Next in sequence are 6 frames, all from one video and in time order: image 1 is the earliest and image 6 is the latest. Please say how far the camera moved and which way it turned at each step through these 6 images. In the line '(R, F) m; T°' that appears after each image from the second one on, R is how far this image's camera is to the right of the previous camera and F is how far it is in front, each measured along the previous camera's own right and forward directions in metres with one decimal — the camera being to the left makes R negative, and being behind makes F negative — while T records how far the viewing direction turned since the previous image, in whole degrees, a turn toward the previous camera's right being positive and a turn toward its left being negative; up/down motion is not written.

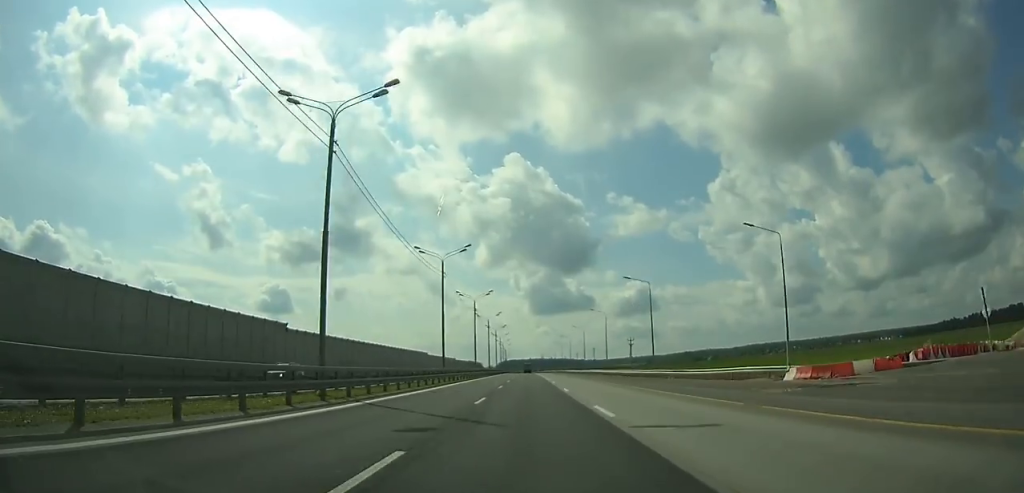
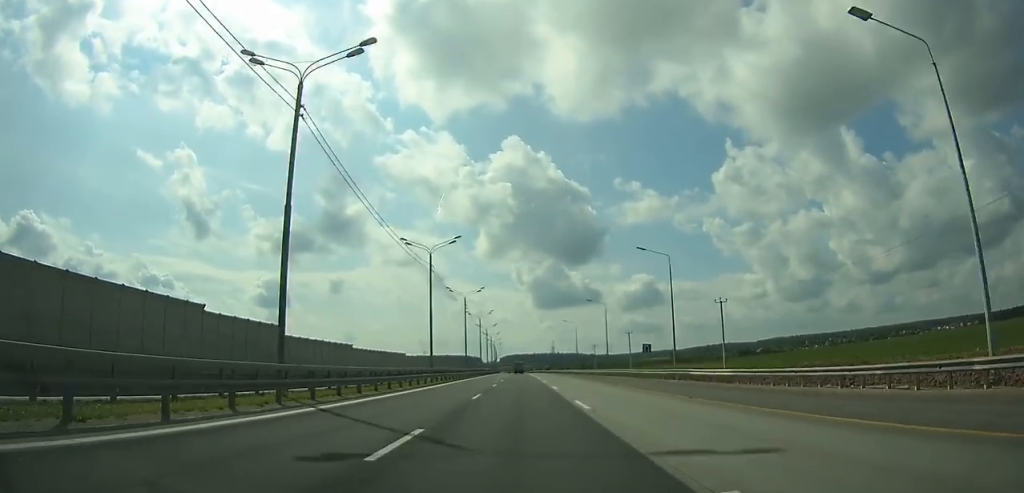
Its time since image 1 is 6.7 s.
(-0.4, +187.9) m; 0°
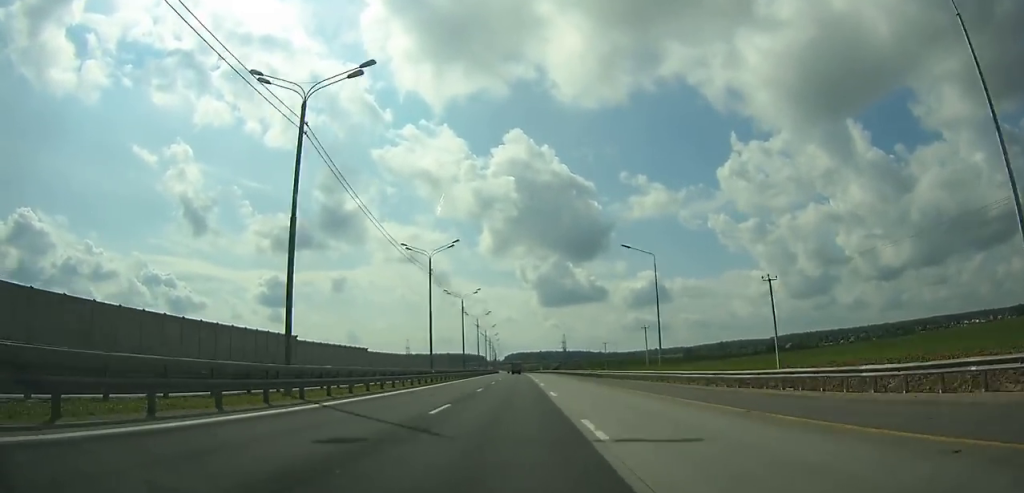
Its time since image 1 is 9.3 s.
(-0.3, +72.2) m; -1°
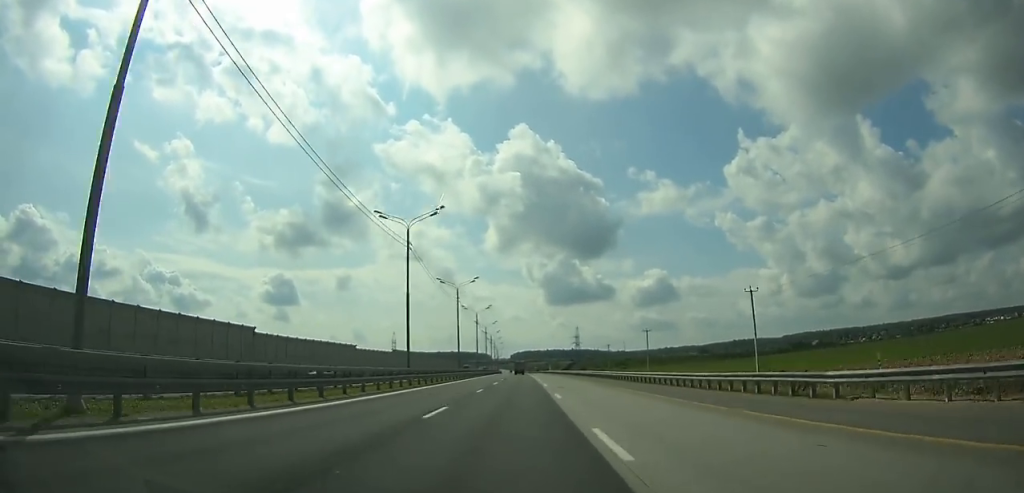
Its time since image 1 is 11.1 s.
(-0.1, +49.8) m; -1°
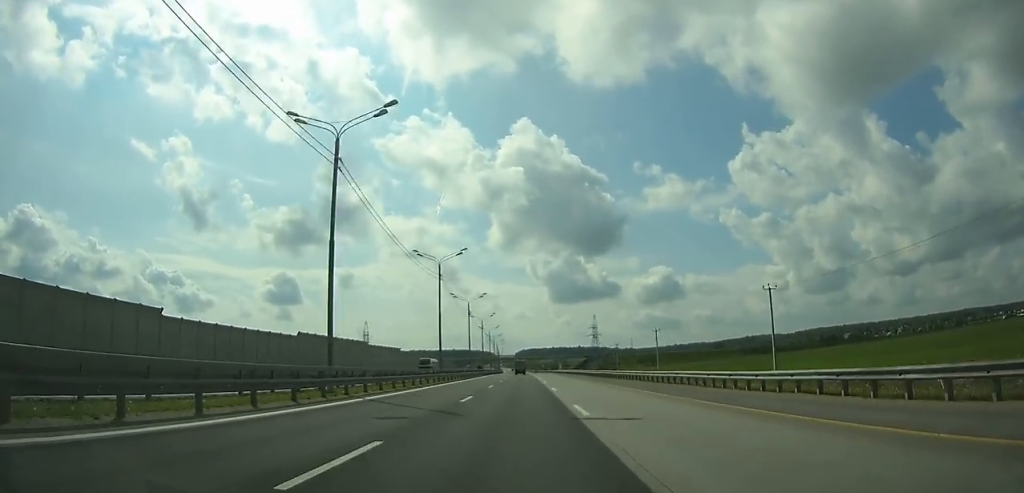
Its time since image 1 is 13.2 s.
(-0.5, +57.7) m; -1°
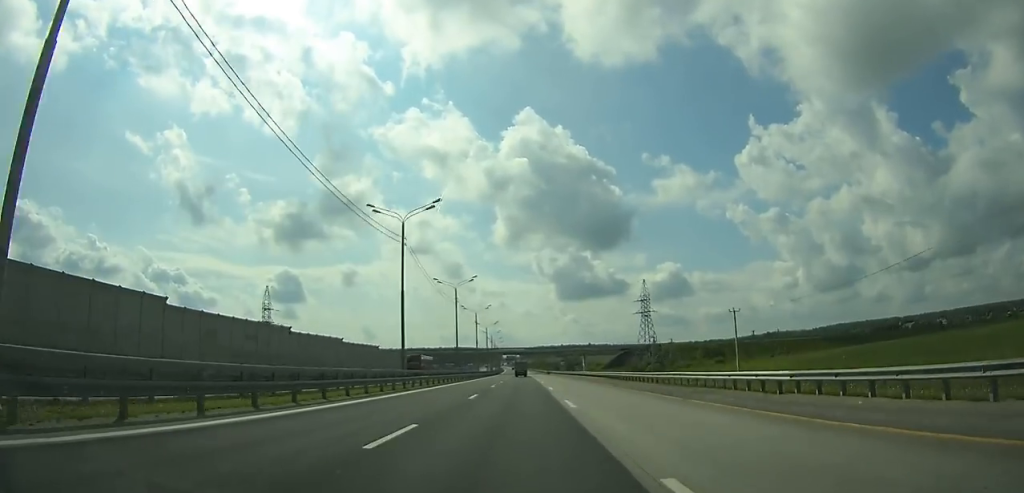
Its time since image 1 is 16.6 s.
(-0.4, +92.7) m; -1°
